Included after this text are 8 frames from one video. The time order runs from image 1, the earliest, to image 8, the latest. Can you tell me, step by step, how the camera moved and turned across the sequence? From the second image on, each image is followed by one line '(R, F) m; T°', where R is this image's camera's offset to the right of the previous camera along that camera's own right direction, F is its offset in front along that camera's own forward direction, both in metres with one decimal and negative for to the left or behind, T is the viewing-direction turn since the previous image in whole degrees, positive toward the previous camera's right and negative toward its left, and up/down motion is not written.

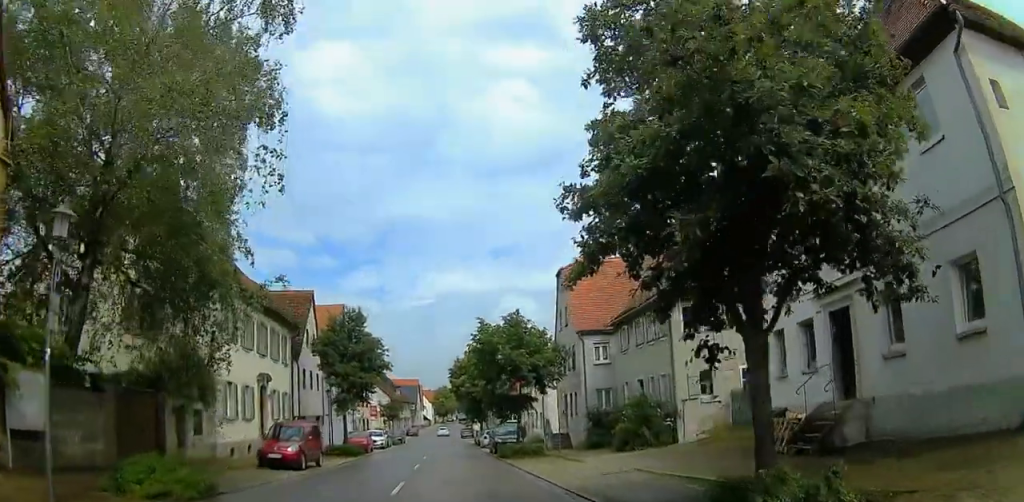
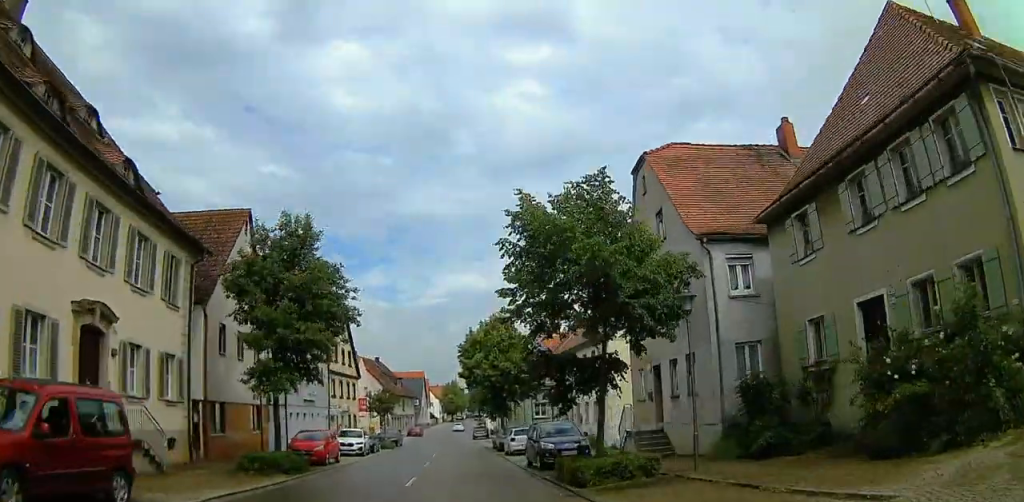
(+2.7, +14.7) m; +18°
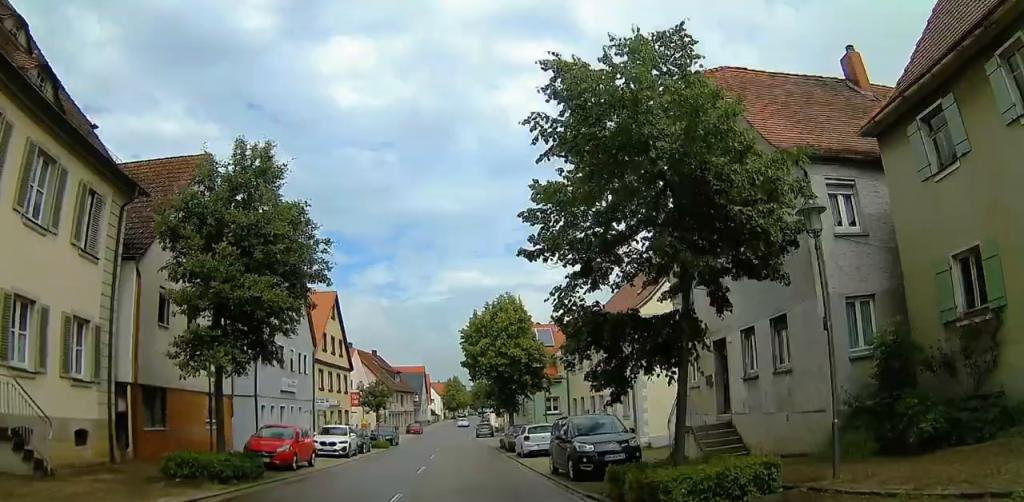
(-0.3, +5.4) m; -11°
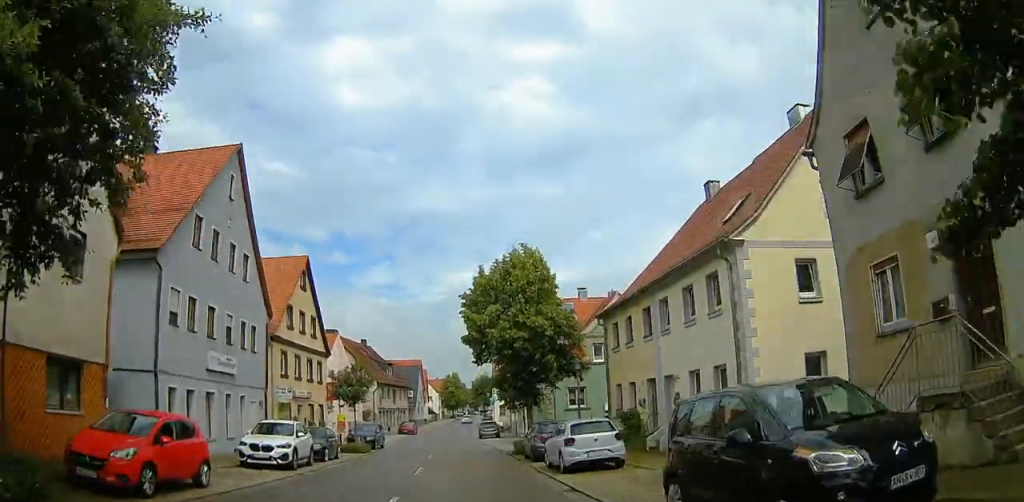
(-2.0, +10.7) m; -11°
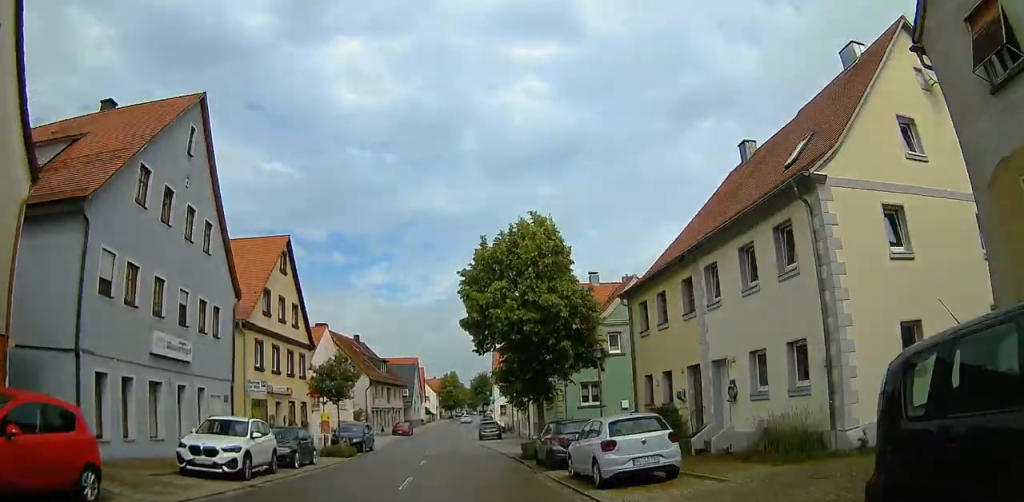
(+0.3, +4.9) m; +4°
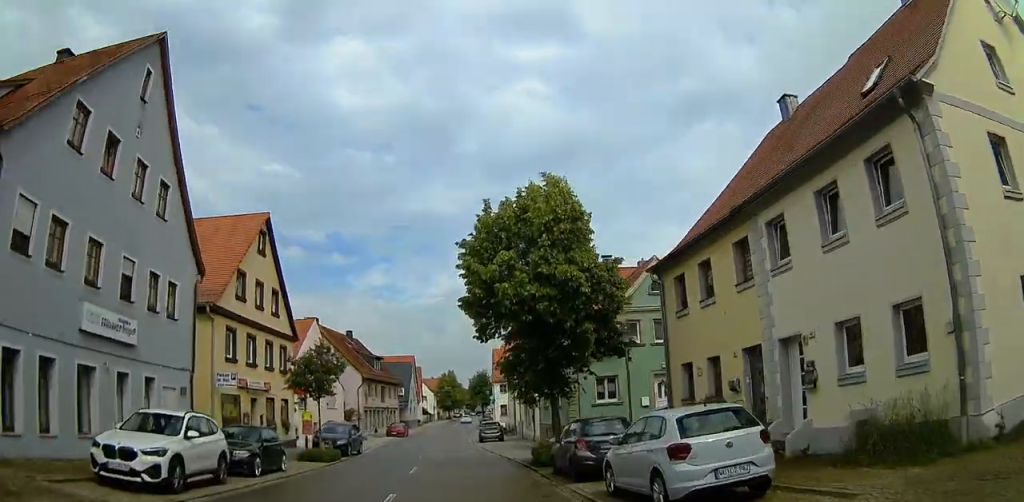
(0.0, +4.3) m; +4°
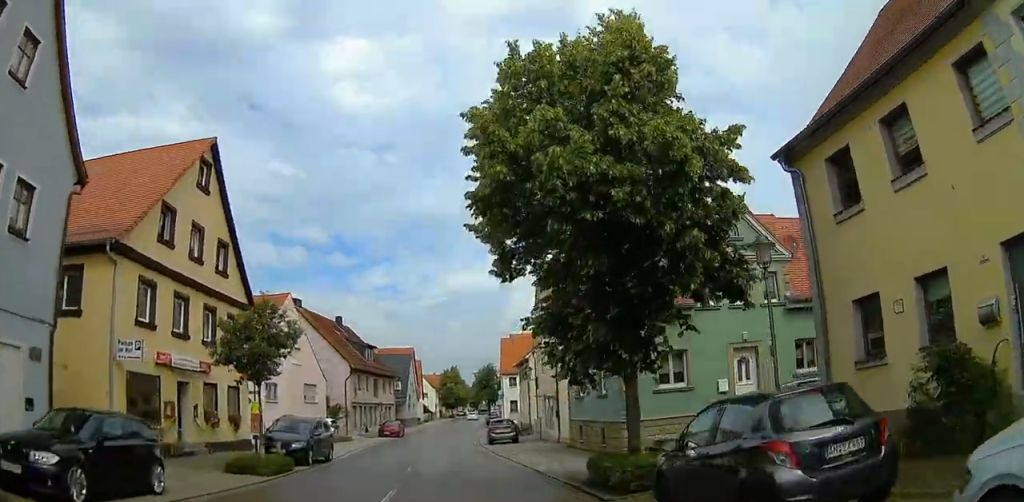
(+0.7, +8.5) m; +2°
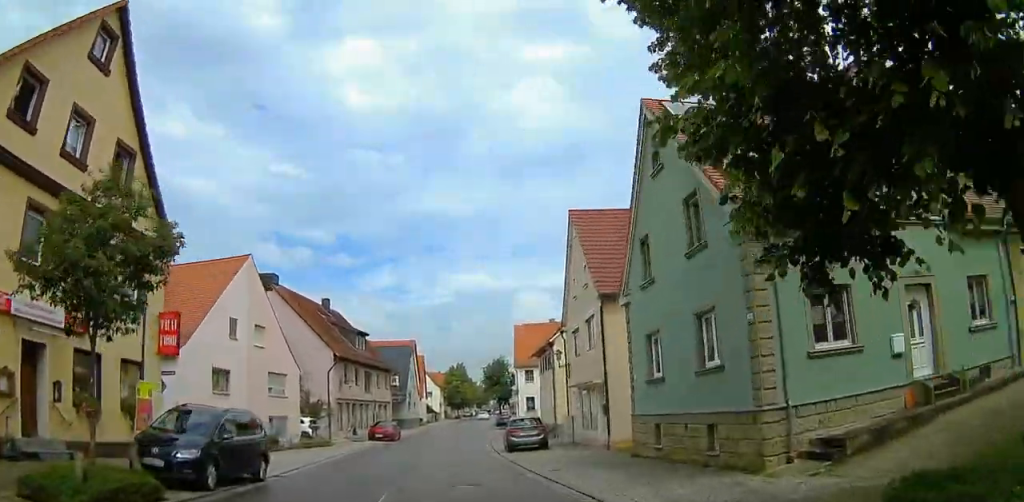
(-0.4, +9.2) m; -3°
